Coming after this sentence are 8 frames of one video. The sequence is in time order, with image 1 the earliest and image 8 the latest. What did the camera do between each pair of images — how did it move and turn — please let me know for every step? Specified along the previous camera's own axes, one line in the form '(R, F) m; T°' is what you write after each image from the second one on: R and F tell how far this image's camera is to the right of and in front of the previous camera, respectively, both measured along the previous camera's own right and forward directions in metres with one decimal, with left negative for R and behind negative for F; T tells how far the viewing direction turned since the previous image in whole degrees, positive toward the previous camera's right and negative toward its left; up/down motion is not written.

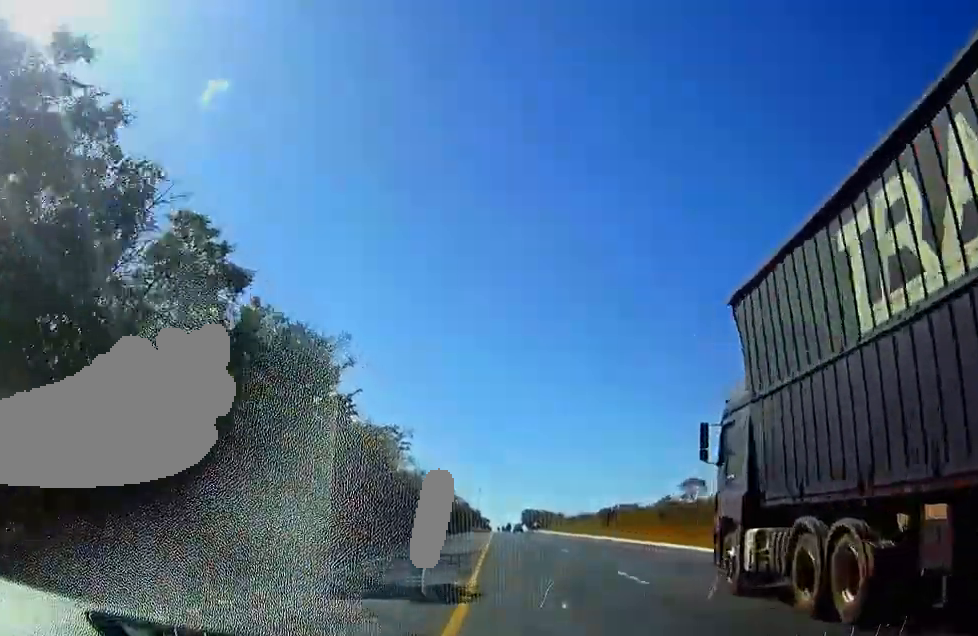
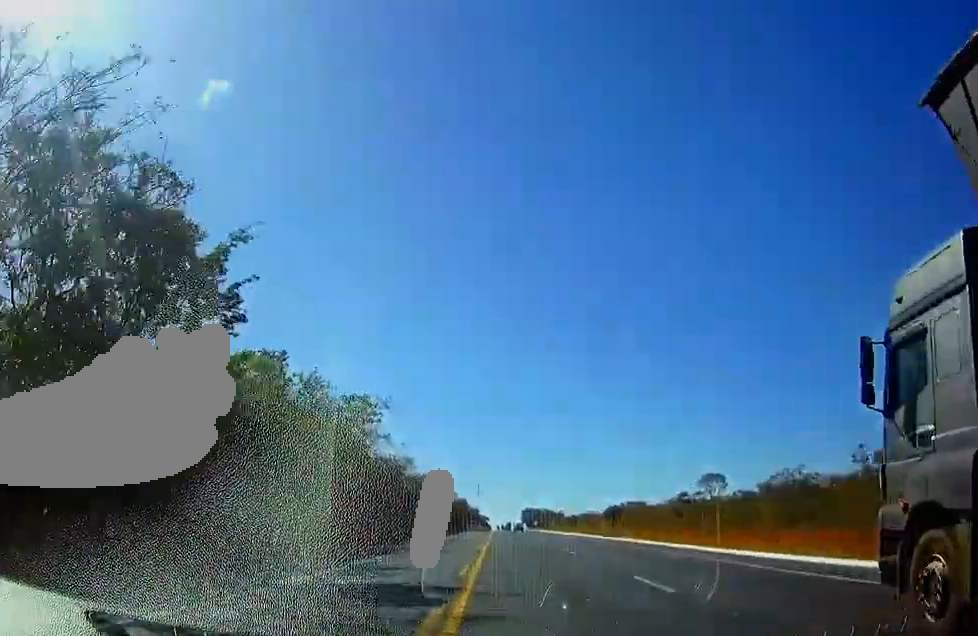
(0.0, +18.8) m; 0°
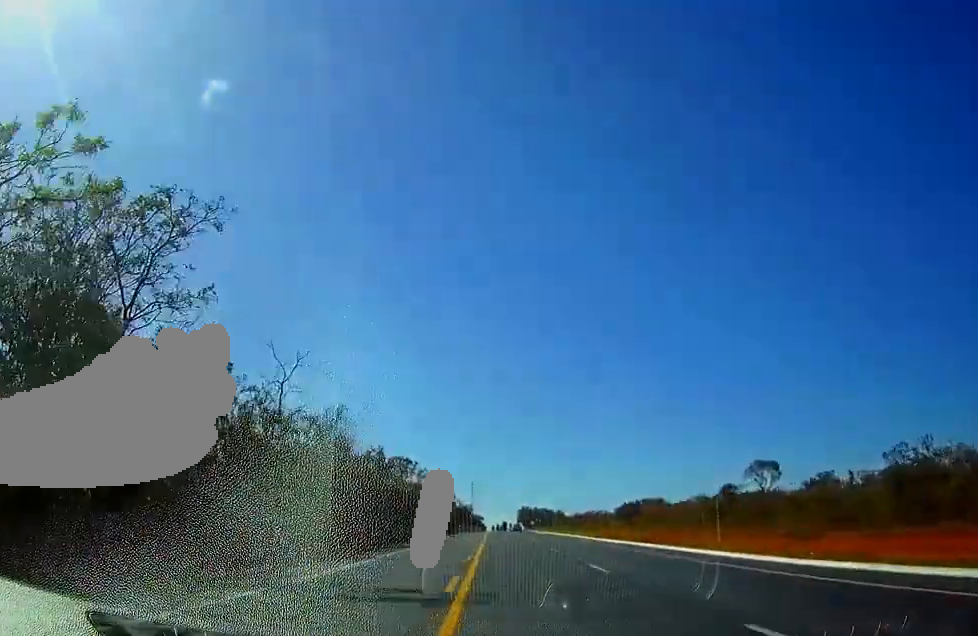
(+0.3, +41.0) m; 0°
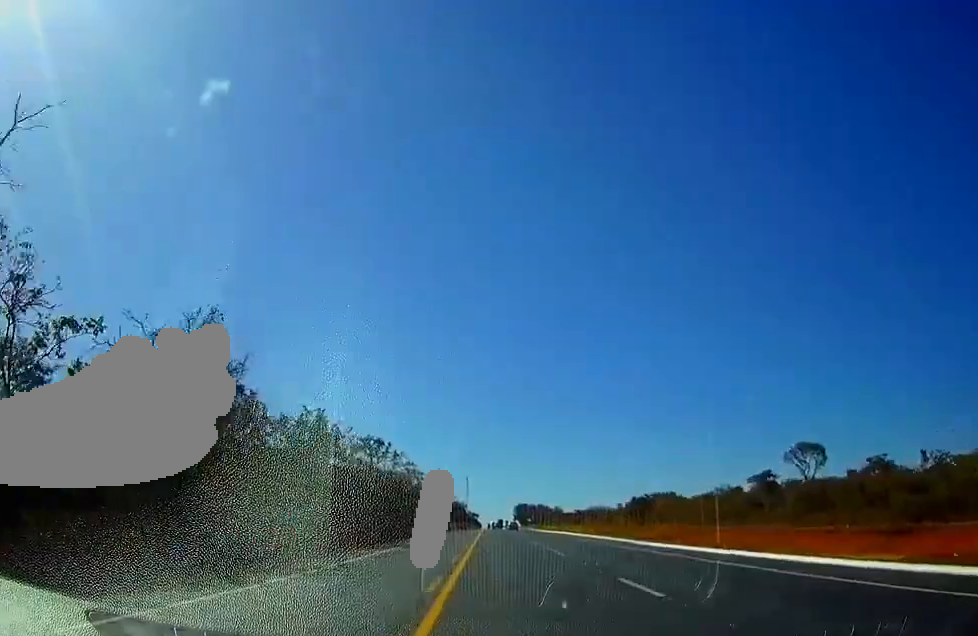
(0.0, +24.5) m; 0°
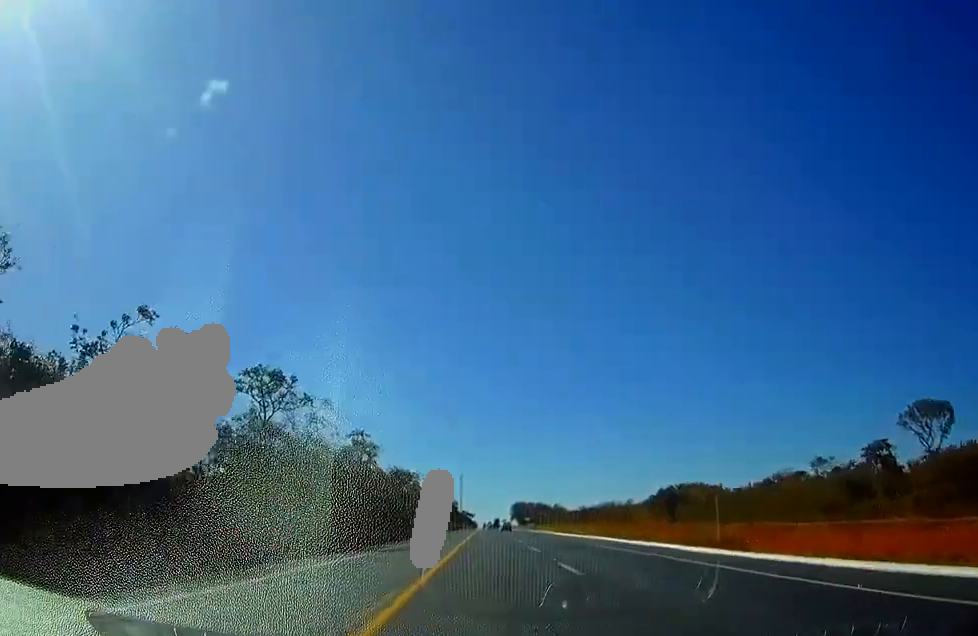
(0.0, +41.7) m; 0°
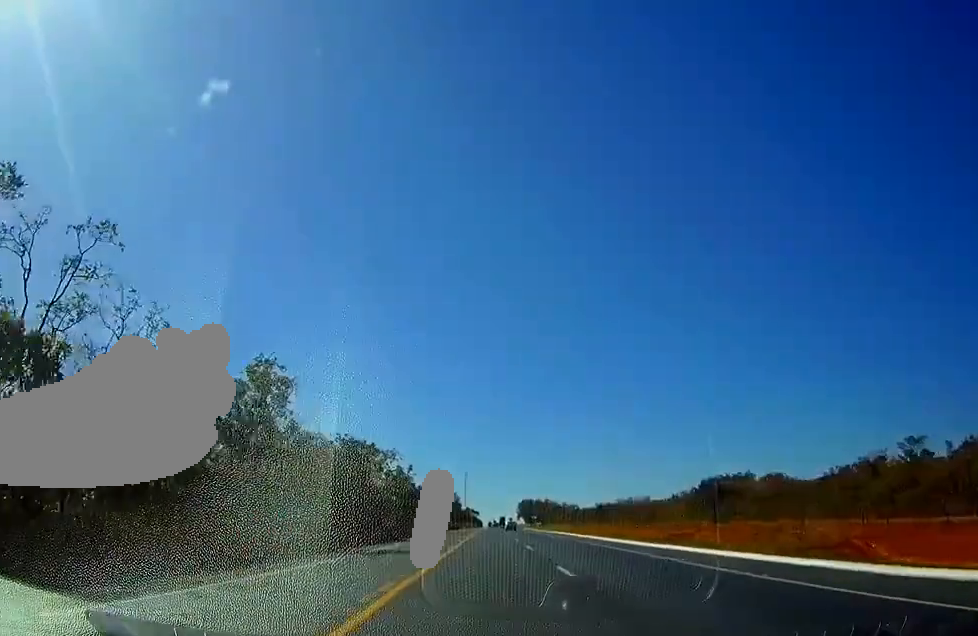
(+0.1, +33.7) m; 0°
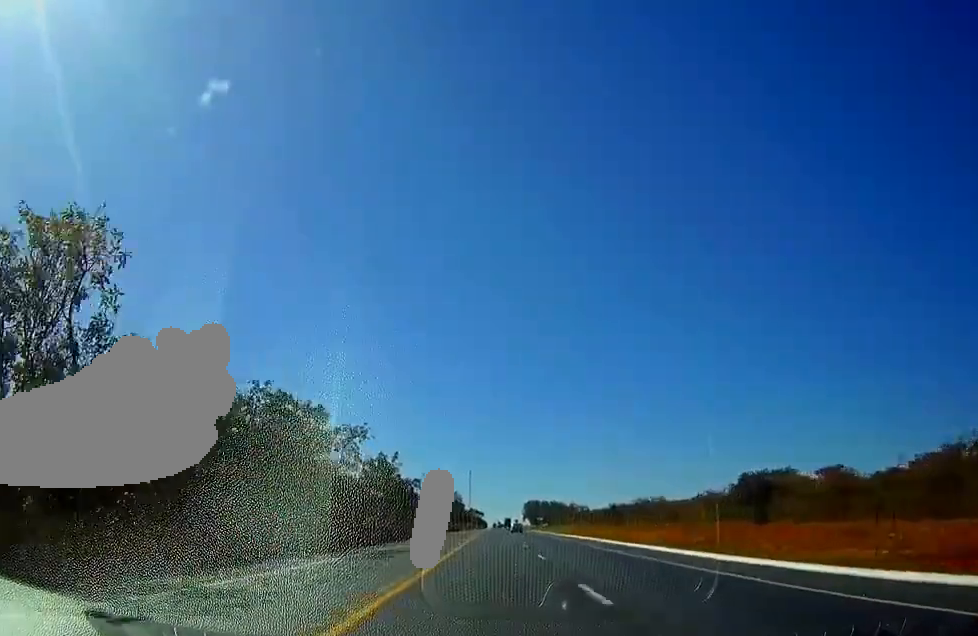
(-0.1, +21.1) m; 0°
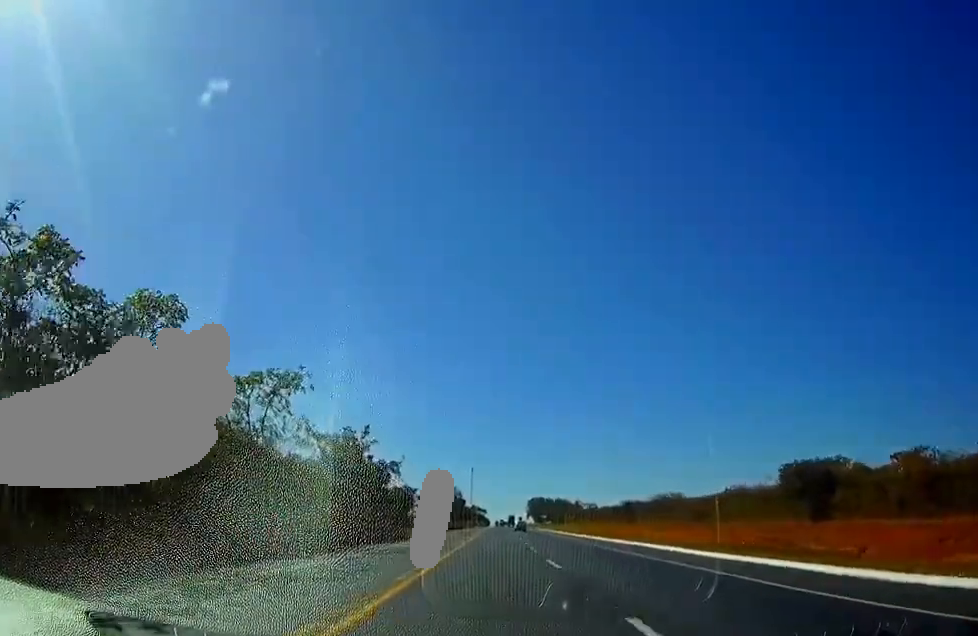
(0.0, +23.4) m; 0°
